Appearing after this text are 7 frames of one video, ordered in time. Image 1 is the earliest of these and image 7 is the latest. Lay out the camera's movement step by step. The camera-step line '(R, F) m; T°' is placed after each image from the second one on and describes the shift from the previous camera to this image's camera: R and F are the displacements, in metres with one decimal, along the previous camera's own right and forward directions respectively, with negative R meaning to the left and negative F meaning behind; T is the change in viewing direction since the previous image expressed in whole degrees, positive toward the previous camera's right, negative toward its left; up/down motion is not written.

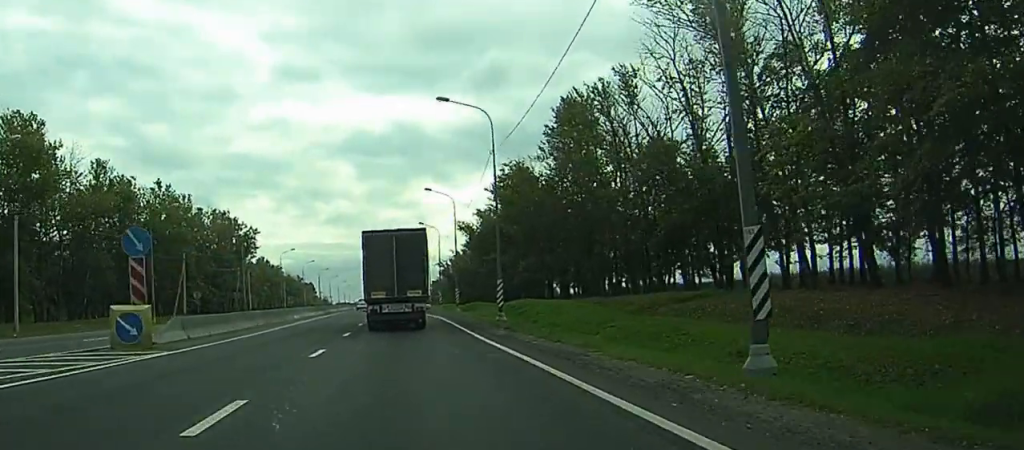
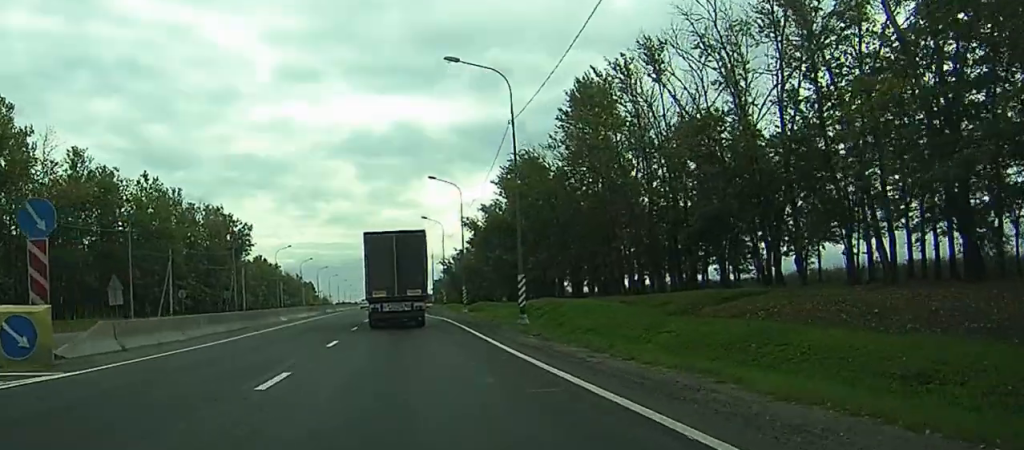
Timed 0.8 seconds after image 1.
(-0.1, +8.3) m; -1°
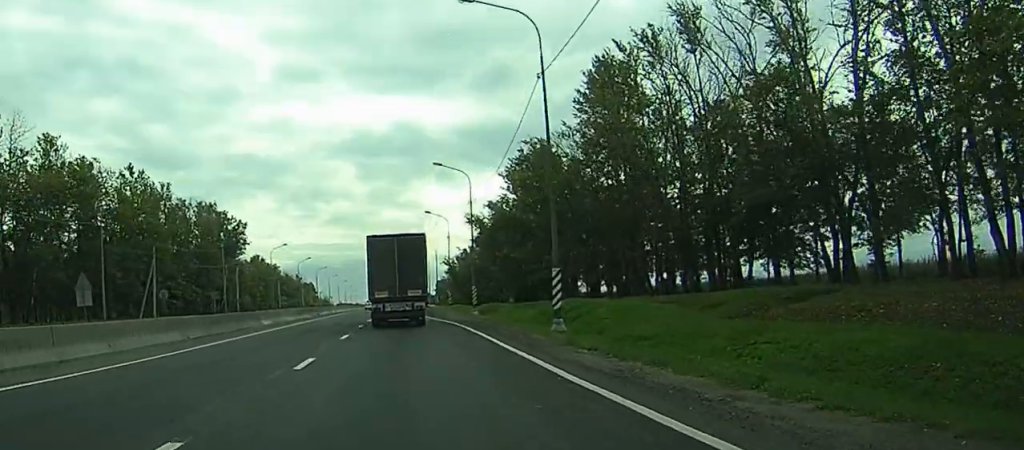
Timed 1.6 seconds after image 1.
(-0.1, +8.5) m; -1°
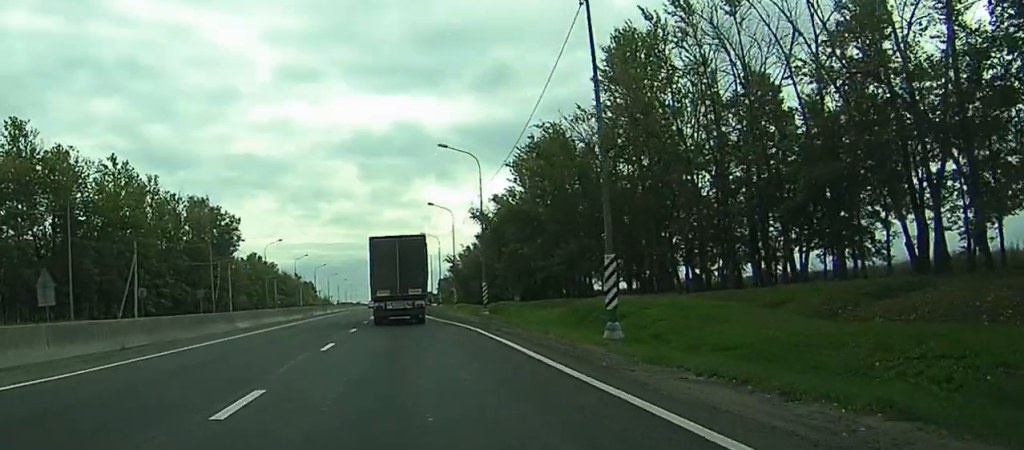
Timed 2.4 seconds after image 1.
(0.0, +7.5) m; 0°
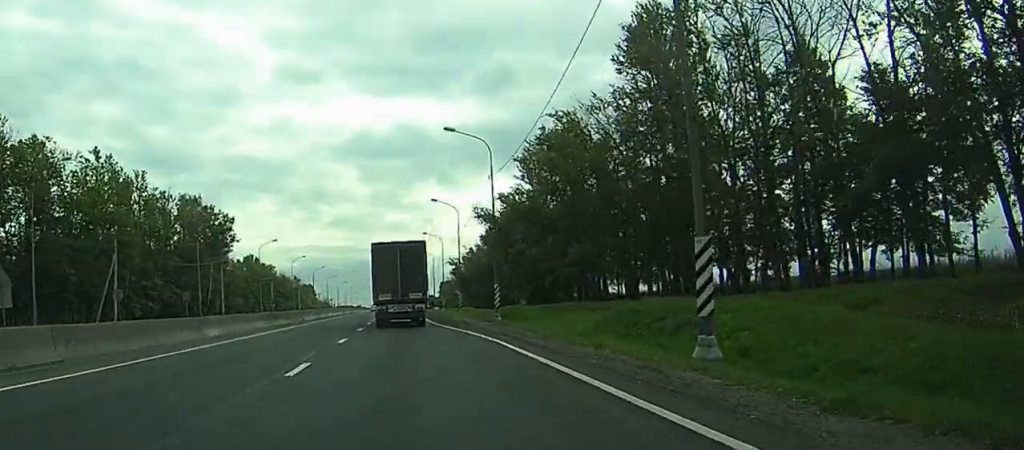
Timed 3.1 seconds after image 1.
(0.0, +6.8) m; 0°
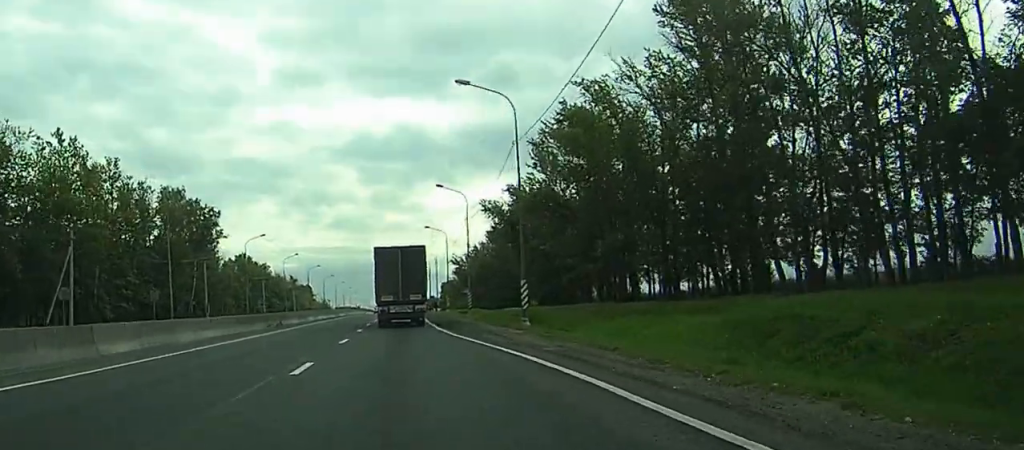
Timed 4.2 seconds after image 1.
(0.0, +11.3) m; 0°
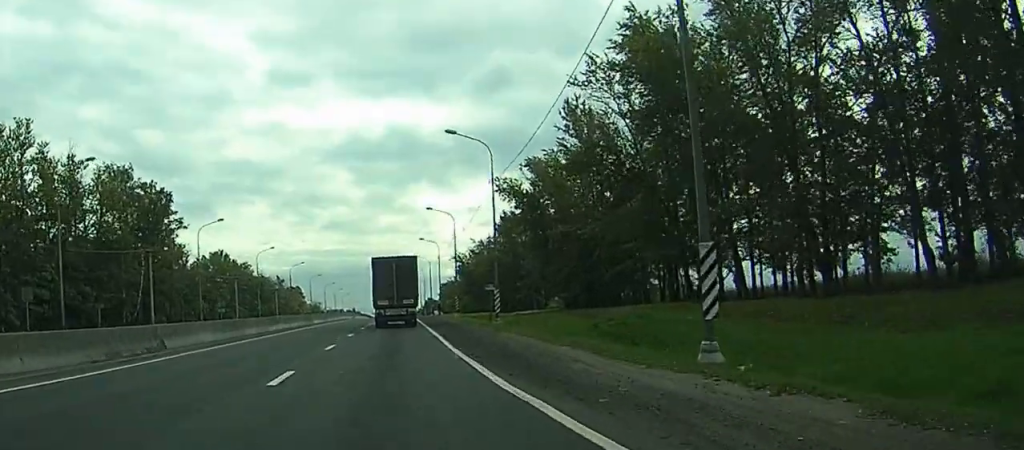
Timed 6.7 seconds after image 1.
(+0.3, +24.8) m; +2°
